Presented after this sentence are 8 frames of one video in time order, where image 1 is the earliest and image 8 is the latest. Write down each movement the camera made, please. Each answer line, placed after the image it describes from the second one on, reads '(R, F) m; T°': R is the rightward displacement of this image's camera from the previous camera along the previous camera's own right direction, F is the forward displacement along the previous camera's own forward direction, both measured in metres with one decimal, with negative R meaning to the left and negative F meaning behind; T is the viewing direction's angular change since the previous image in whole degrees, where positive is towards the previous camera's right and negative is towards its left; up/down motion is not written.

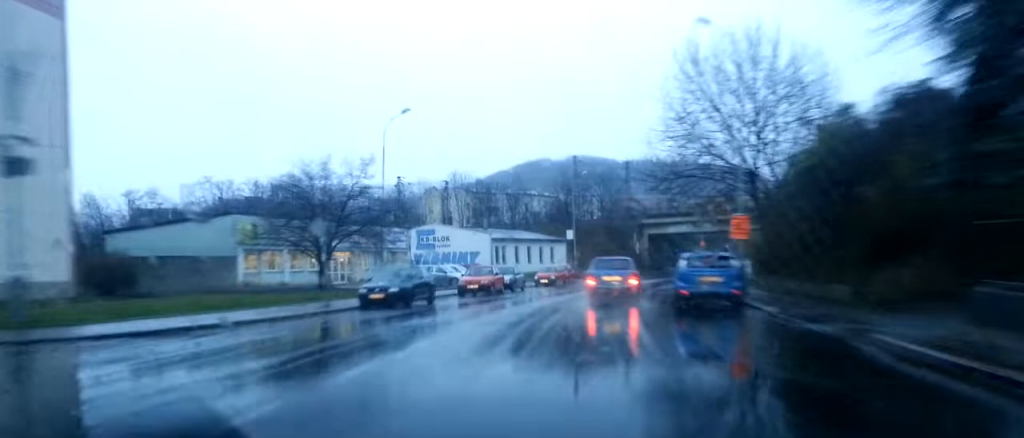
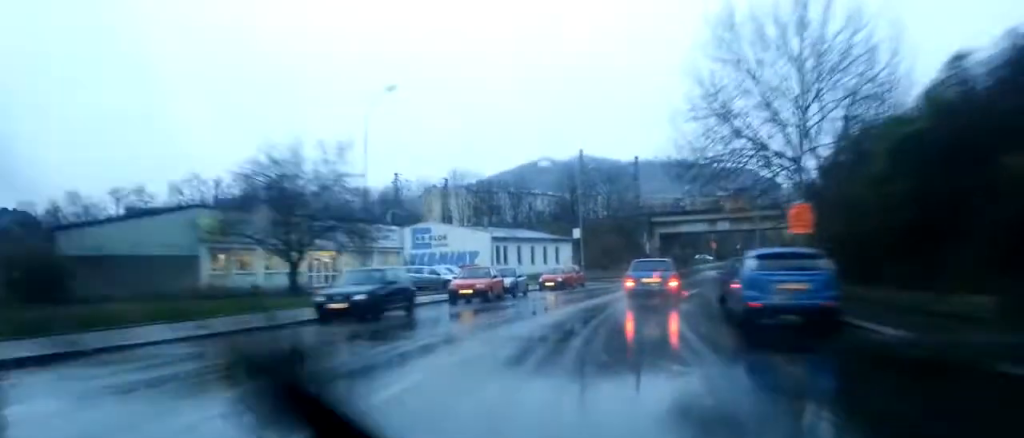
(0.0, +6.2) m; +1°
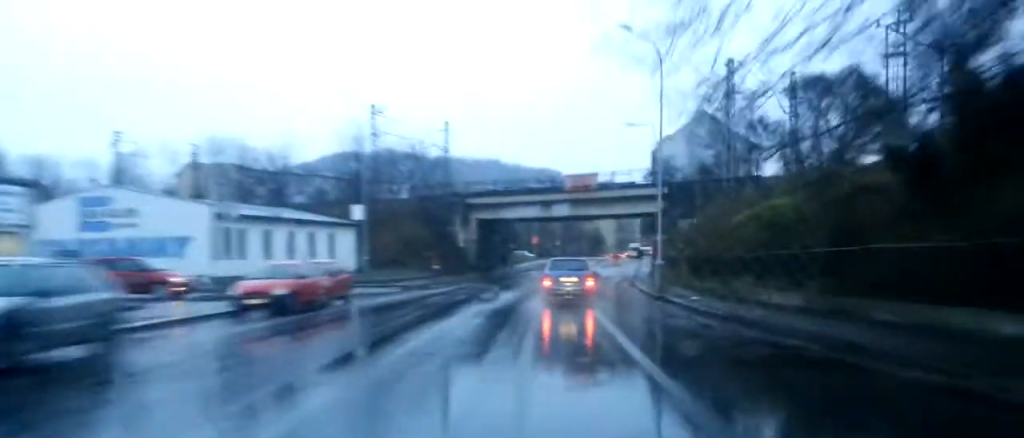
(+1.6, +27.0) m; +8°
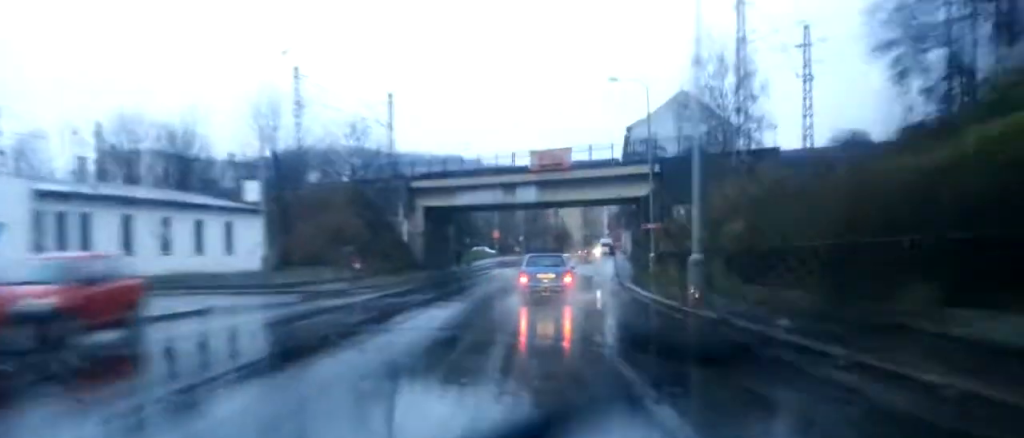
(+0.6, +12.5) m; +3°
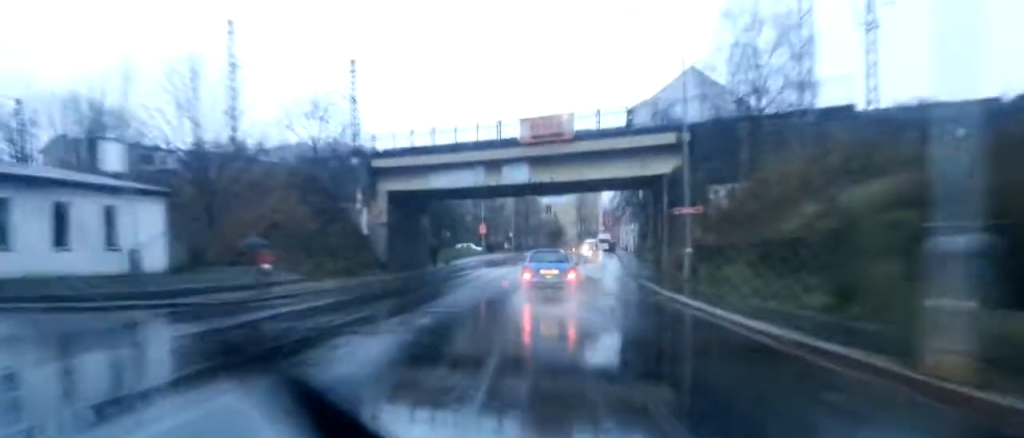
(+0.1, +11.6) m; +2°
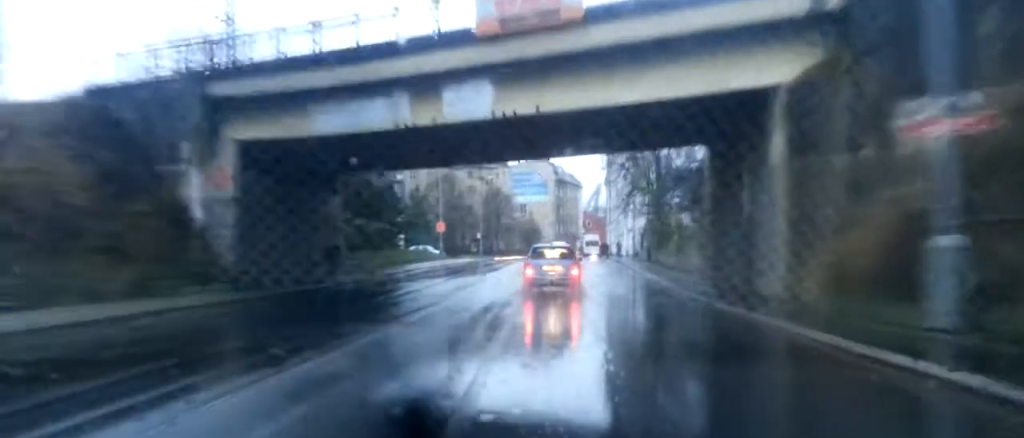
(+0.7, +20.5) m; +3°
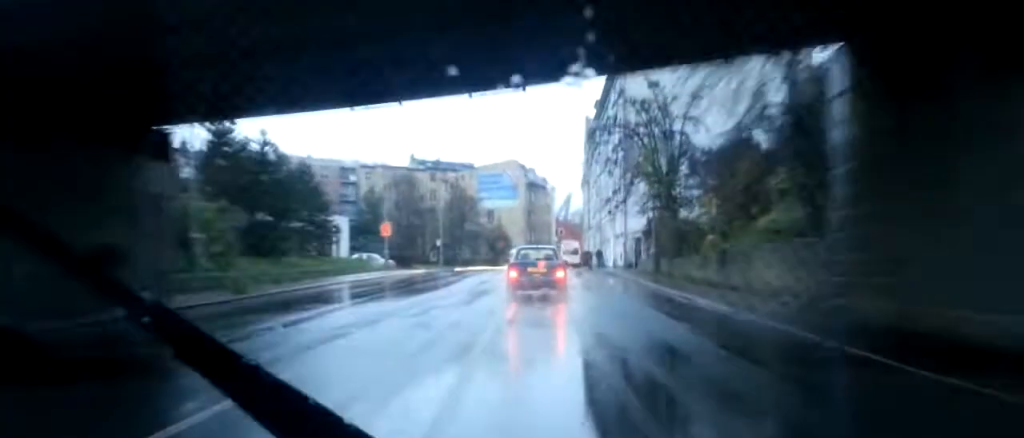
(+0.2, +14.5) m; +2°
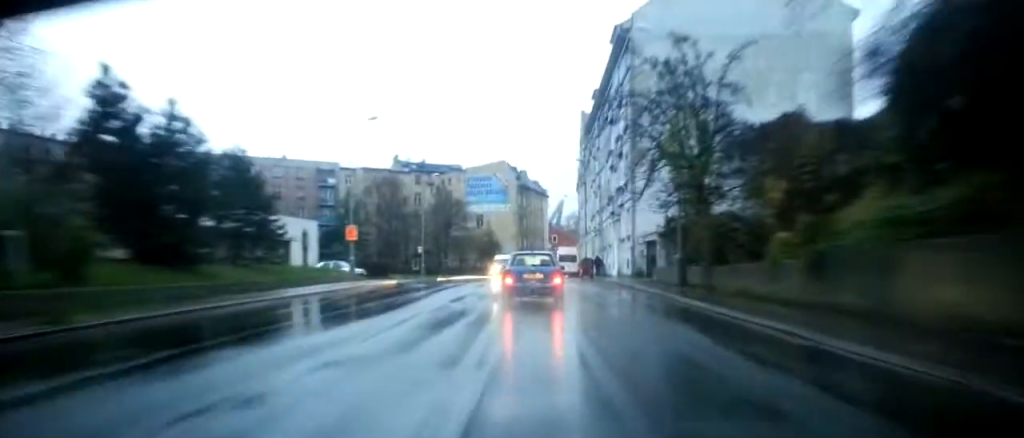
(+0.2, +9.1) m; +1°
